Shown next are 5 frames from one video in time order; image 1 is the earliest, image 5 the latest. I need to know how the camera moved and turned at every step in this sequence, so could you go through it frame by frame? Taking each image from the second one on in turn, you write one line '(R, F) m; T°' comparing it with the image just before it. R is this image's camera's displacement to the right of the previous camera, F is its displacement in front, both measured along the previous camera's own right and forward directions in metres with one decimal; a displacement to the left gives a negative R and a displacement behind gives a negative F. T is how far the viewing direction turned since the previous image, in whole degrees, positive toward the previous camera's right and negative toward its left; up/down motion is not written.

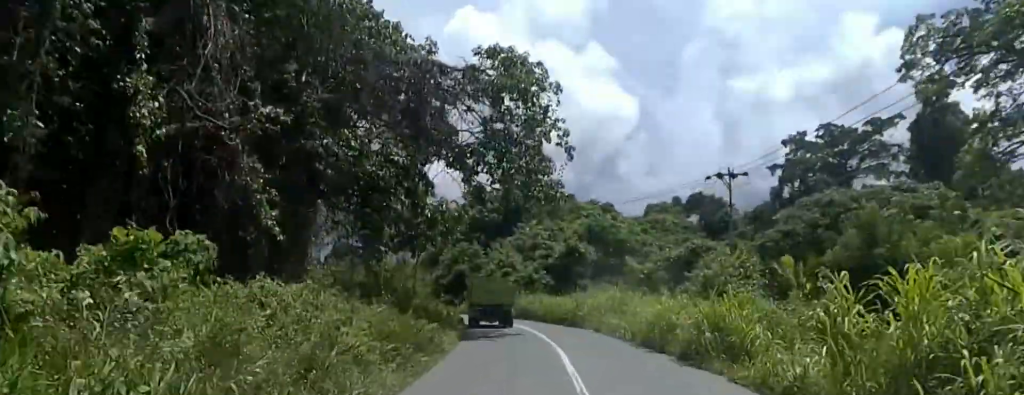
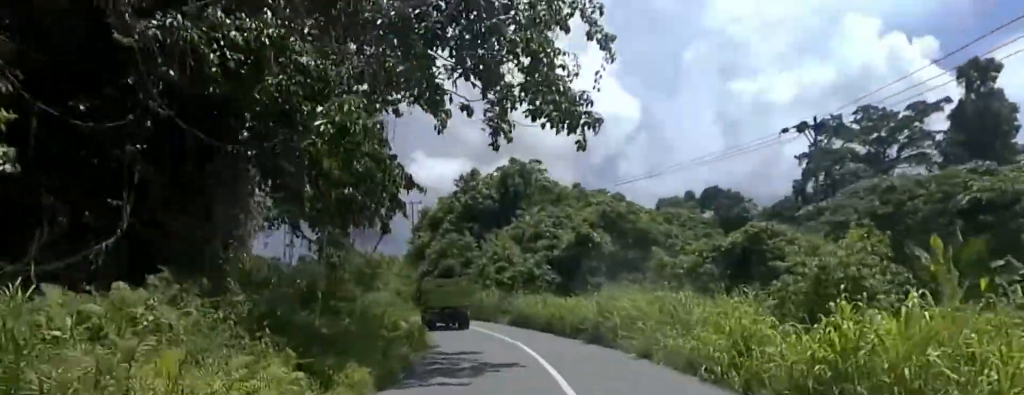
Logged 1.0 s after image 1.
(0.0, +9.8) m; 0°
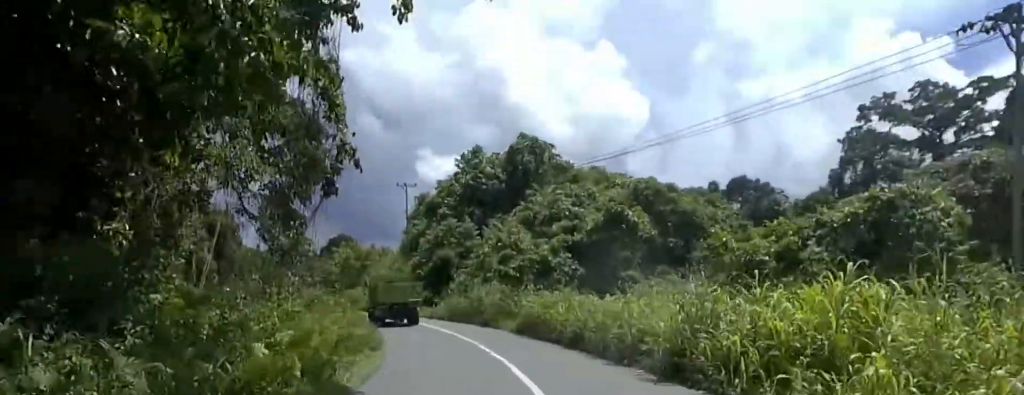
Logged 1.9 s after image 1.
(0.0, +8.9) m; 0°
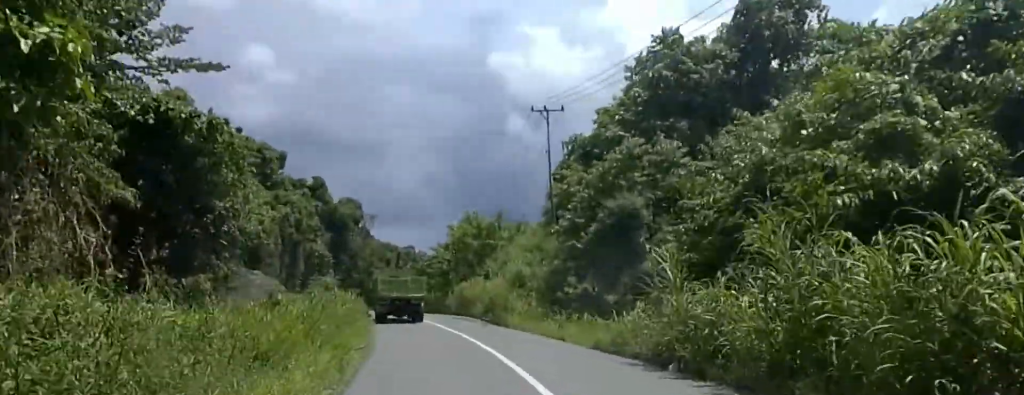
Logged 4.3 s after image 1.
(-1.7, +23.4) m; -14°
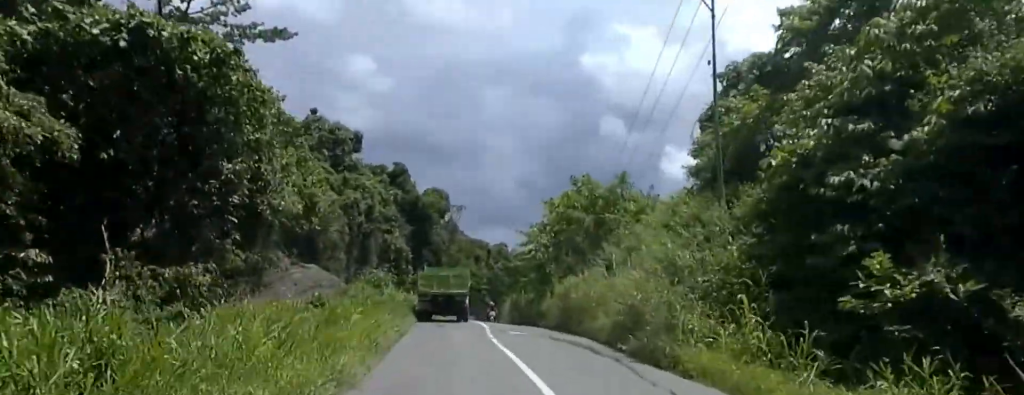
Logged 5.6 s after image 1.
(-1.1, +14.1) m; -12°
